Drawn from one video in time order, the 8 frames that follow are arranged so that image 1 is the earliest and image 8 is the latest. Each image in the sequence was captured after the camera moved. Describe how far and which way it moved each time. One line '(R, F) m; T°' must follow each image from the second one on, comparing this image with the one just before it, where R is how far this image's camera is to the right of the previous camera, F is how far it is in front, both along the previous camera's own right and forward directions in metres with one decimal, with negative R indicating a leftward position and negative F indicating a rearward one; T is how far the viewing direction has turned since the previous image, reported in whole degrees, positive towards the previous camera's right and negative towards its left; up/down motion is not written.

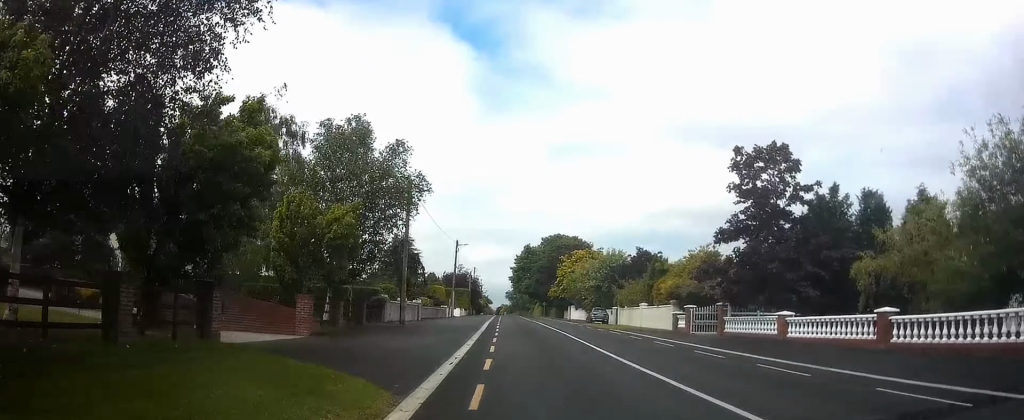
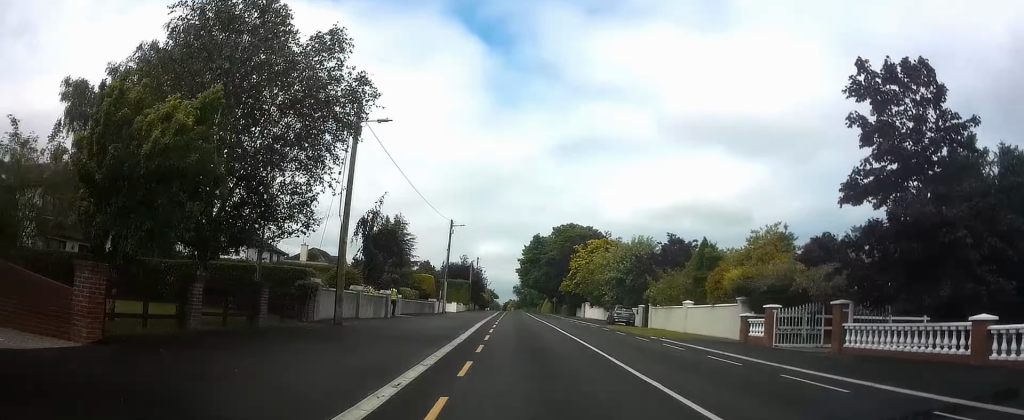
(+0.4, +10.3) m; -1°
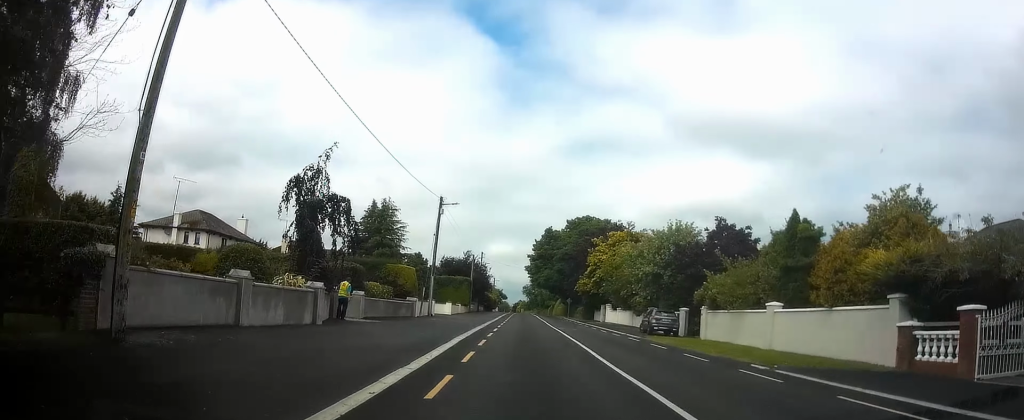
(-0.6, +11.9) m; -4°
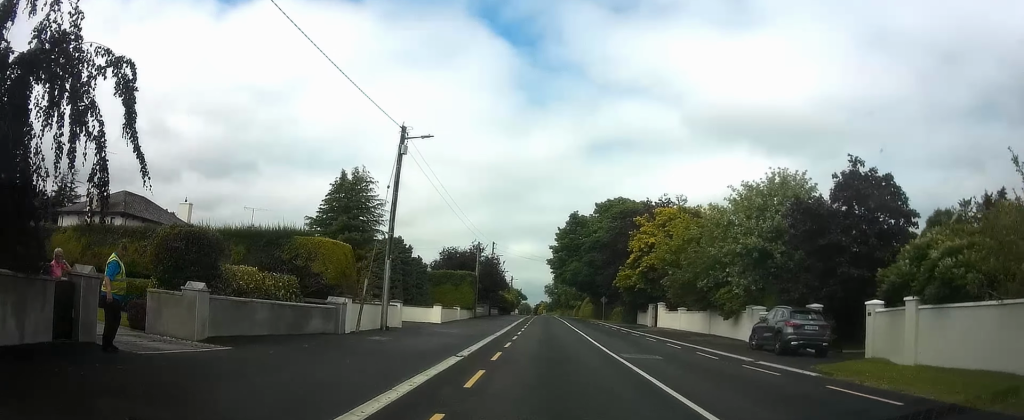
(-0.5, +17.5) m; -3°
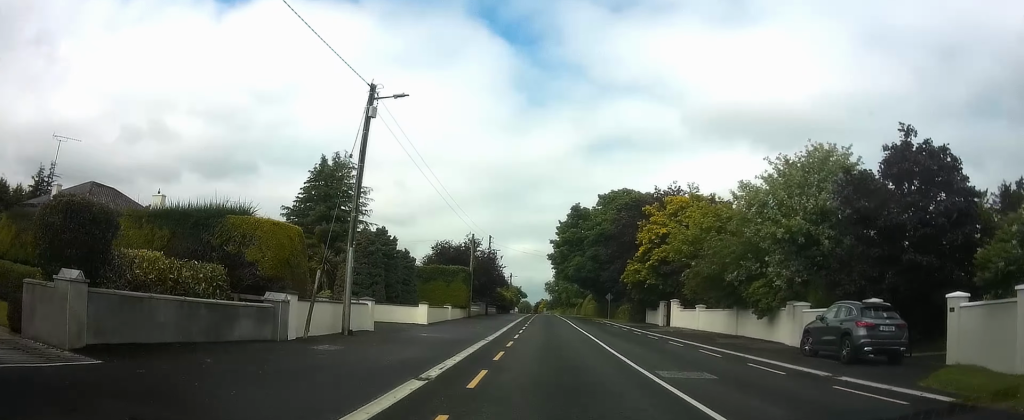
(0.0, +4.7) m; 0°
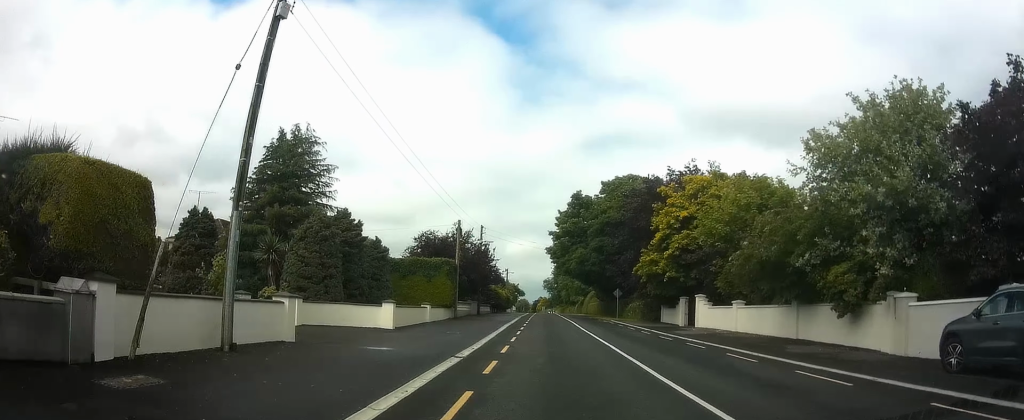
(0.0, +7.2) m; 0°
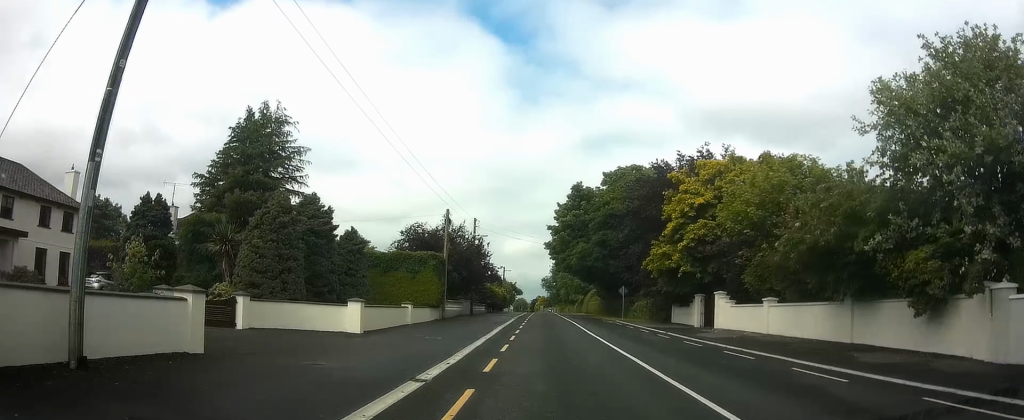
(0.0, +4.3) m; 0°
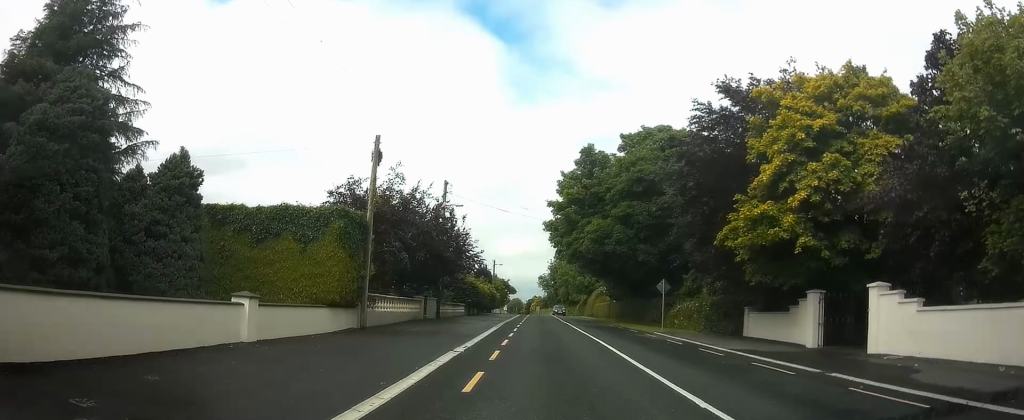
(+0.2, +15.5) m; +1°
